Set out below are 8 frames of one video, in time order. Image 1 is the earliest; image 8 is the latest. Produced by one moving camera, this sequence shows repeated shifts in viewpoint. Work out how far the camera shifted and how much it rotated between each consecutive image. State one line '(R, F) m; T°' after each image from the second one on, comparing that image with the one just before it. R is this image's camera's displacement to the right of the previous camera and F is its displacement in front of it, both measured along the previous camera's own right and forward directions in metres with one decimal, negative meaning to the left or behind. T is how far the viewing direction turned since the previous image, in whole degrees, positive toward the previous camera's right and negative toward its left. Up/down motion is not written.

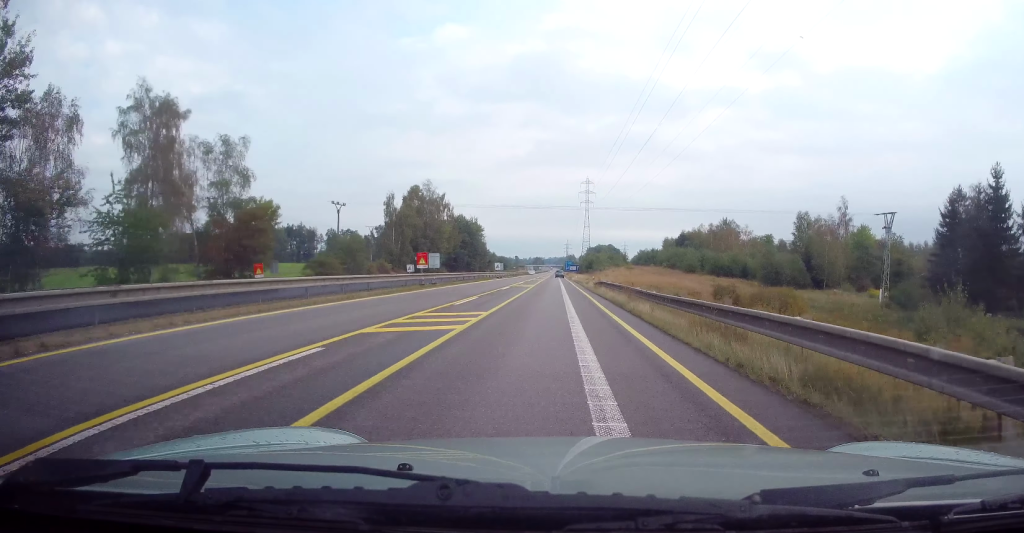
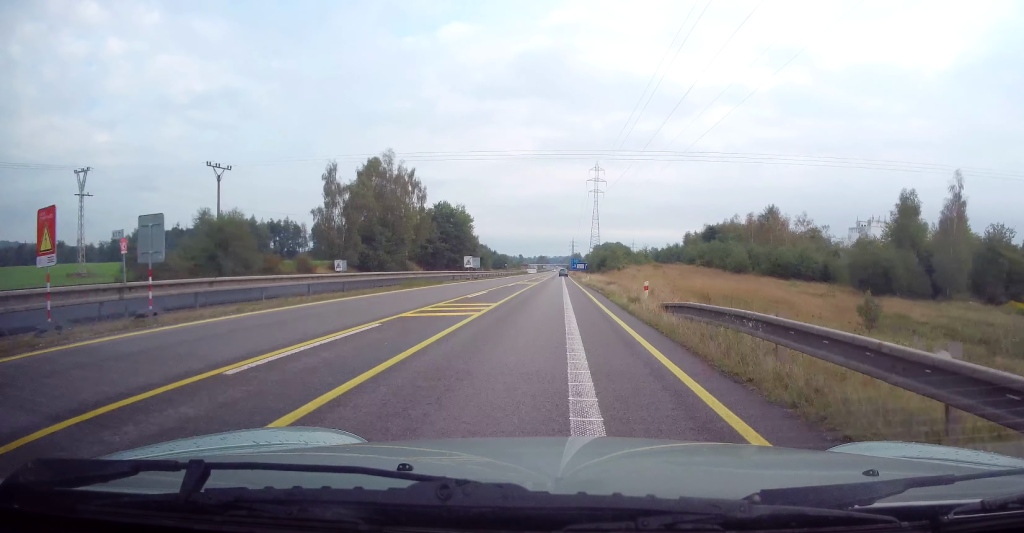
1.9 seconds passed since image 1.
(-0.3, +31.6) m; 0°
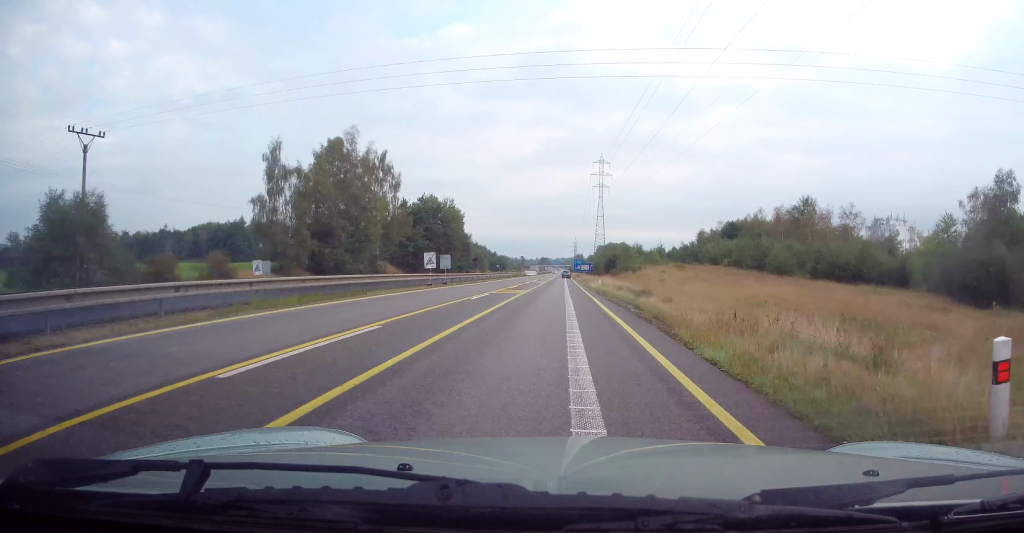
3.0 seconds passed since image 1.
(+0.2, +18.0) m; +1°
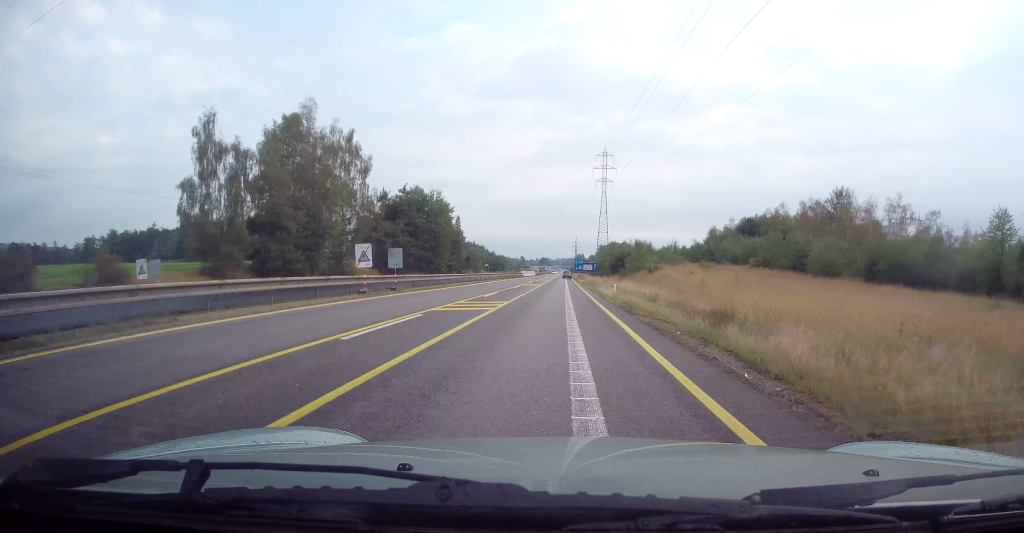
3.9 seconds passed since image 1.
(0.0, +13.5) m; 0°
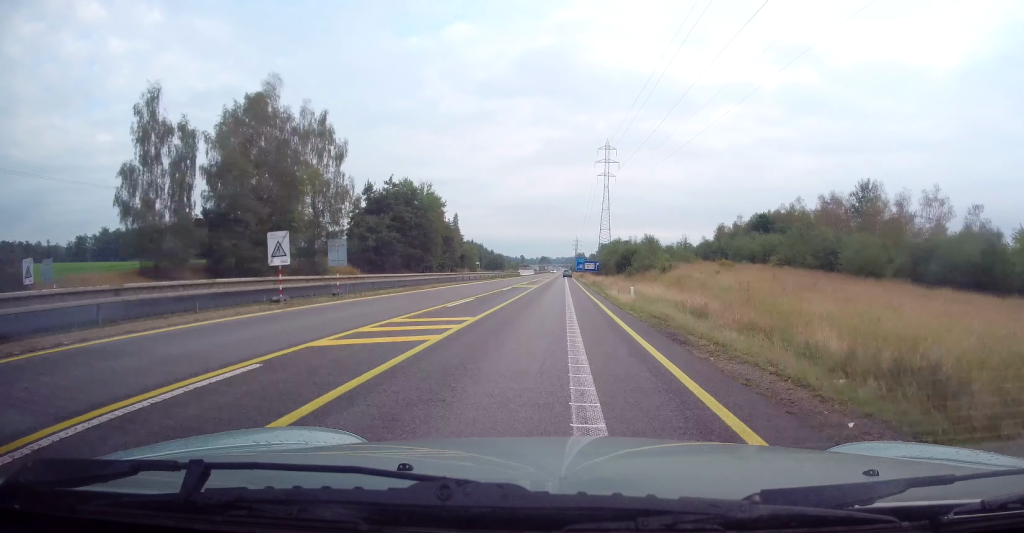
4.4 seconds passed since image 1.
(0.0, +9.0) m; 0°
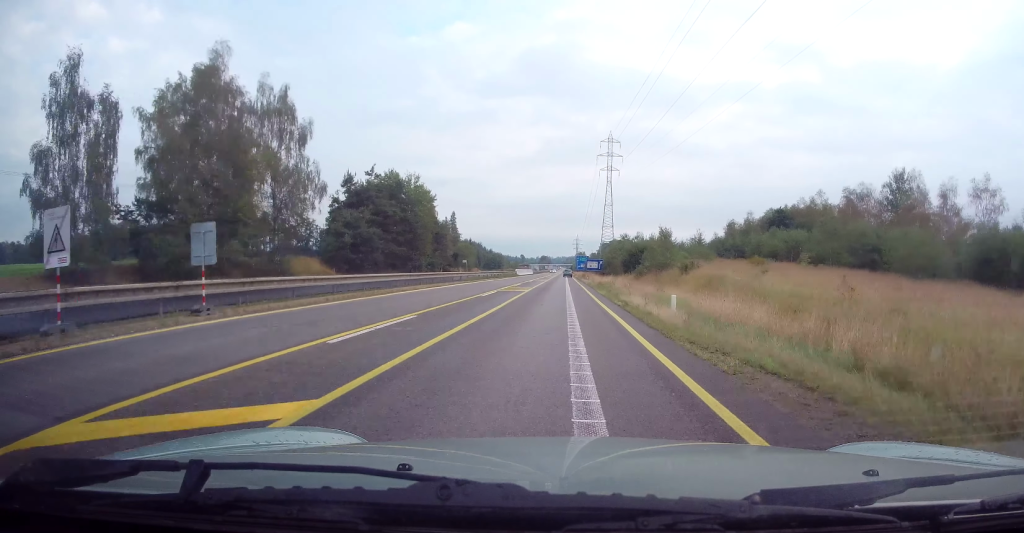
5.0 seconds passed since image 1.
(0.0, +9.7) m; -1°
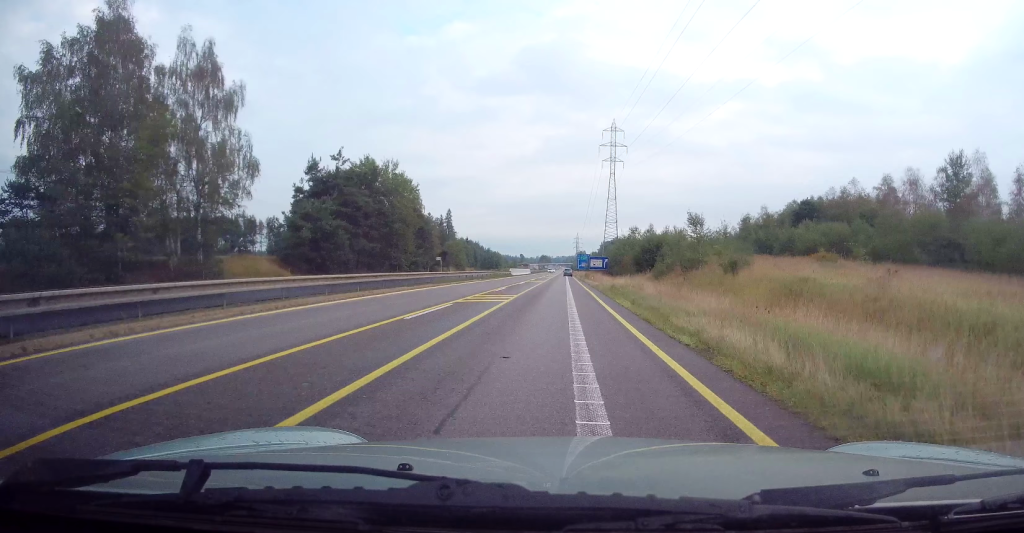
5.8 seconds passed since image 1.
(-0.1, +13.0) m; 0°
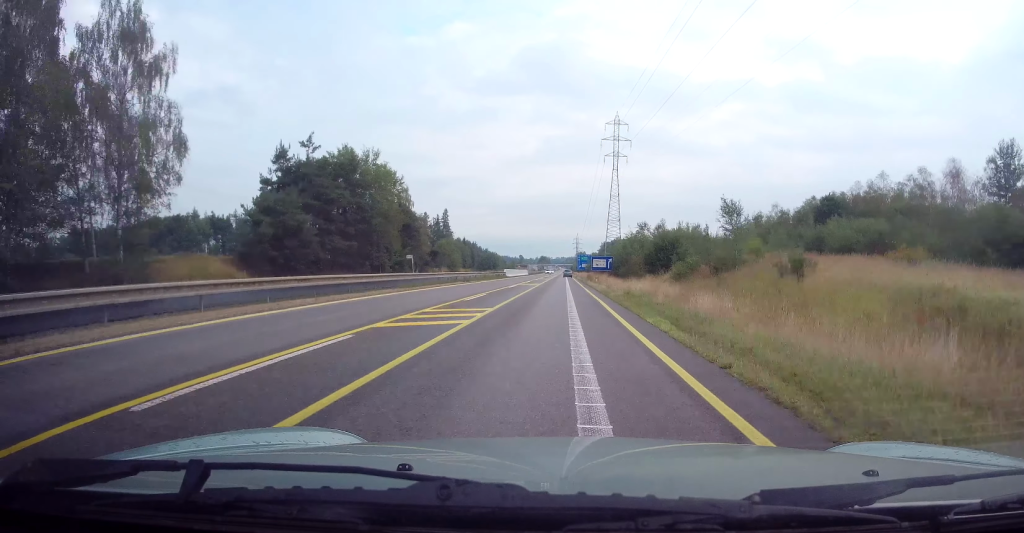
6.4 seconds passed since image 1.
(-0.2, +9.1) m; 0°
